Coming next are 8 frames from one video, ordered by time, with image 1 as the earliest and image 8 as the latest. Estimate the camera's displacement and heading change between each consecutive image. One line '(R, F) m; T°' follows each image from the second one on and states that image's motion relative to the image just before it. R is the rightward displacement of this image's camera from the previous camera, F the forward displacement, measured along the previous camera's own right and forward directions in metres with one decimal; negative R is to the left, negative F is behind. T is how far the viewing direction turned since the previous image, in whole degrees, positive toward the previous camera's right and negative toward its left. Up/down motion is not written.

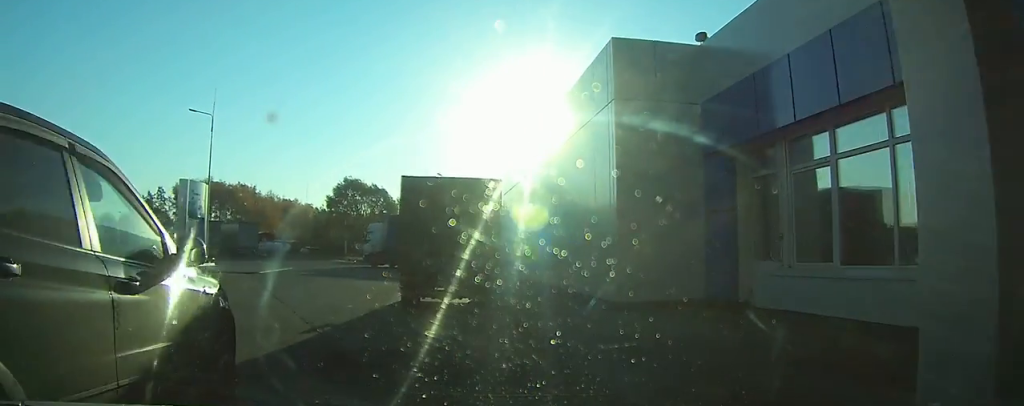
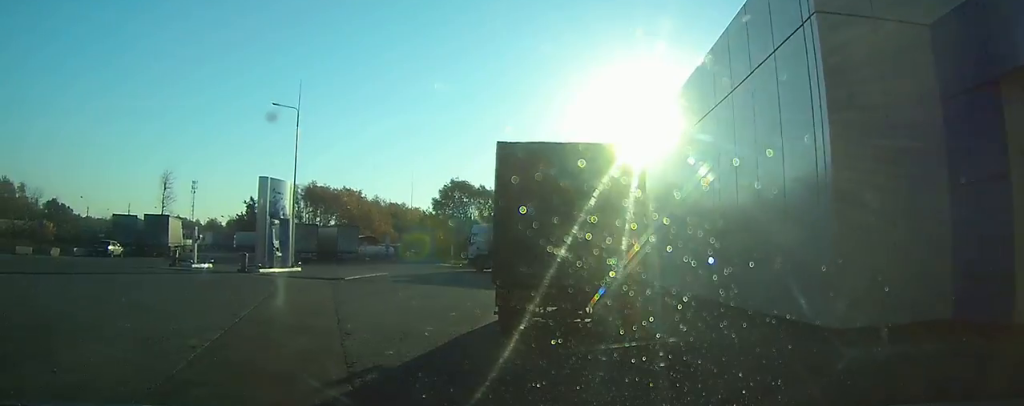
(+0.5, +3.9) m; -8°
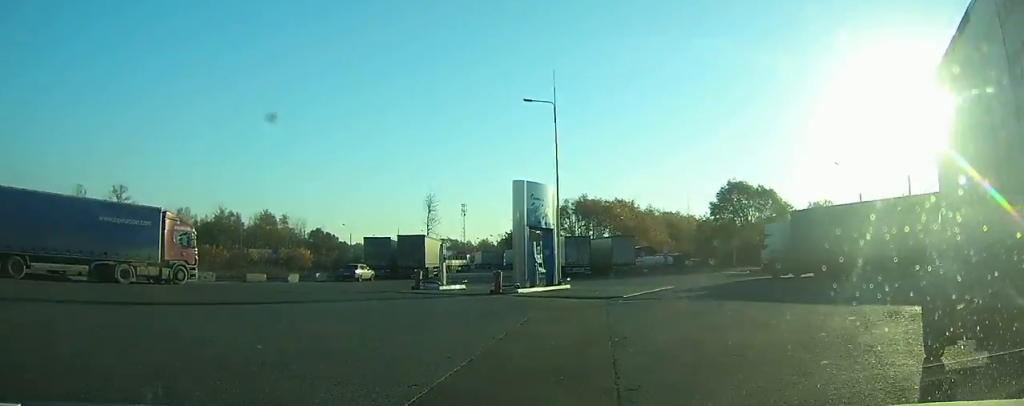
(-3.1, +4.6) m; -57°
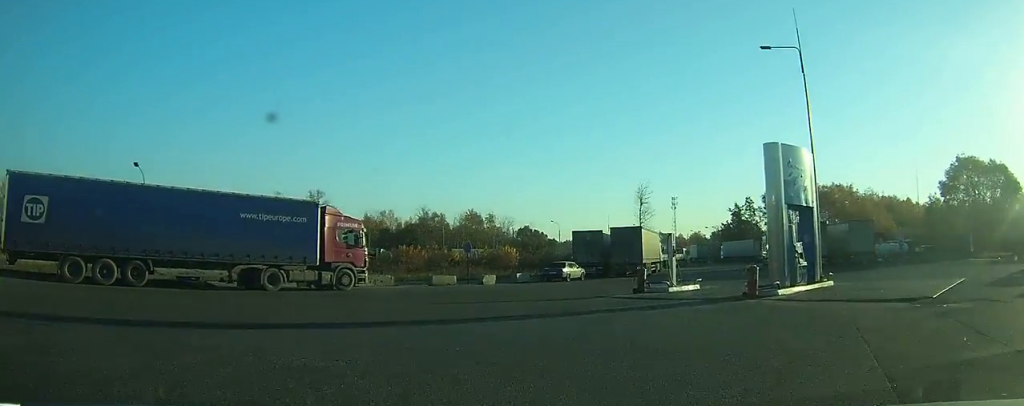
(-1.5, +6.1) m; -18°
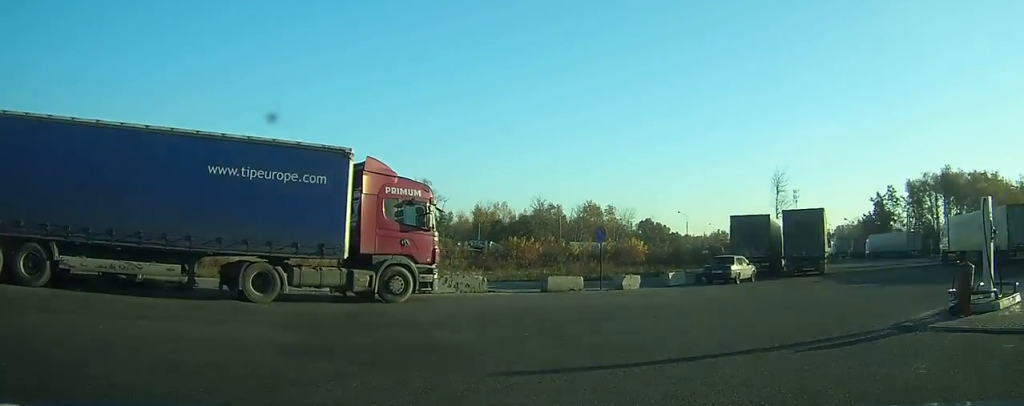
(-1.0, +11.2) m; -7°
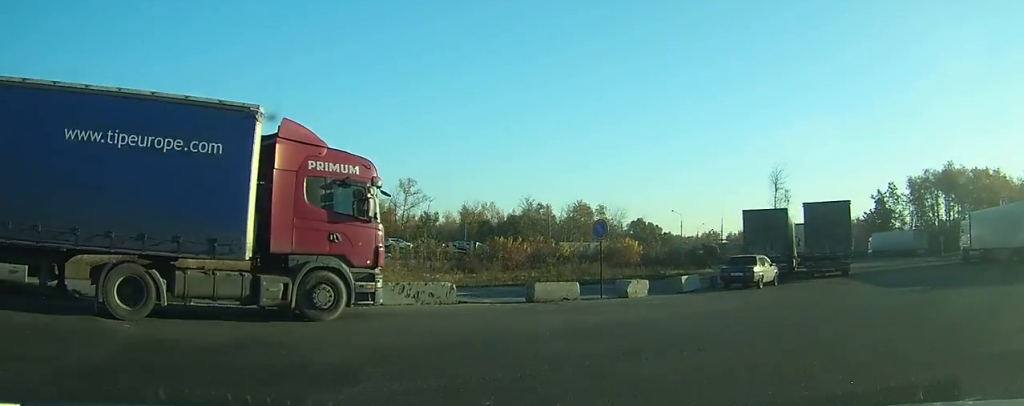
(0.0, +4.9) m; +3°
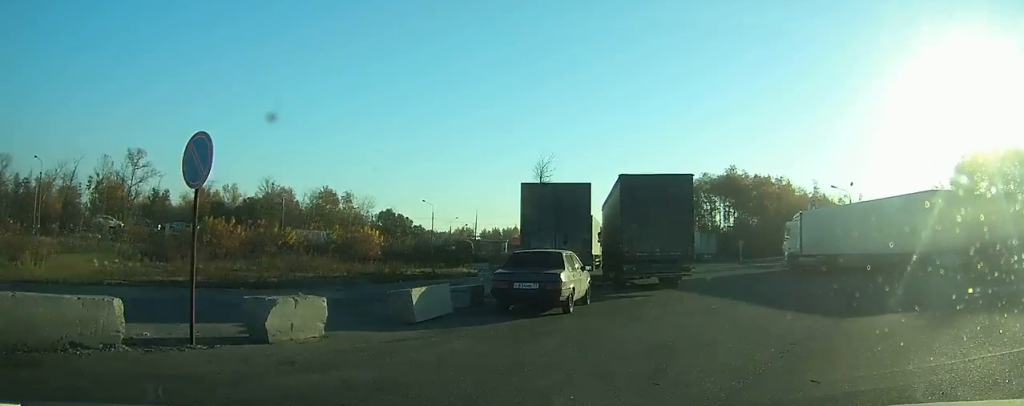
(+0.9, +12.1) m; +11°
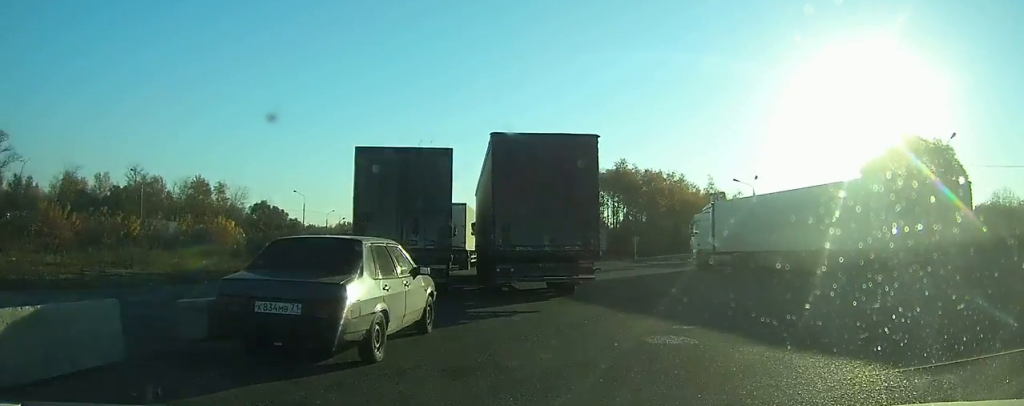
(+0.4, +5.4) m; +6°
